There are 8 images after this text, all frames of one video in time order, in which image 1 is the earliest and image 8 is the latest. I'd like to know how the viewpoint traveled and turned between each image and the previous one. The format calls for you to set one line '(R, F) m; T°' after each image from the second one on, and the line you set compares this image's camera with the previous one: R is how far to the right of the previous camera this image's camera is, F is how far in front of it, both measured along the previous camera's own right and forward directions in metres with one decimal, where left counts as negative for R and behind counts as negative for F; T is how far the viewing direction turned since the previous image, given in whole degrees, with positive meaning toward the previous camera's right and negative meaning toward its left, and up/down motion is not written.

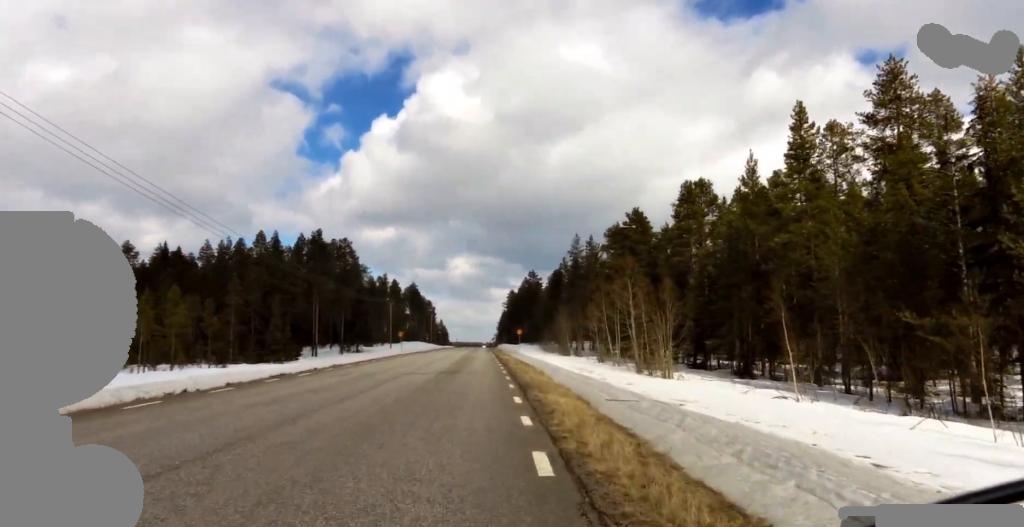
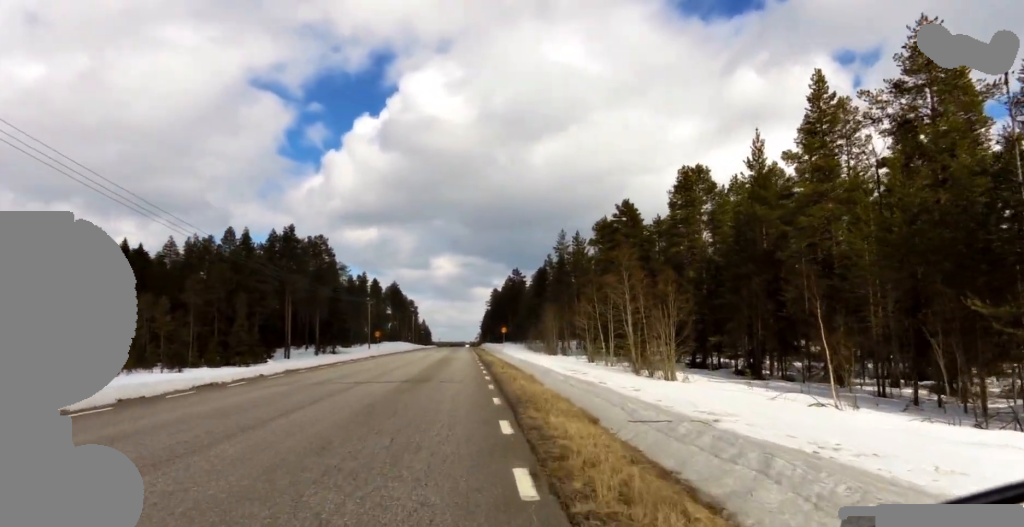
(+0.1, +3.5) m; +1°
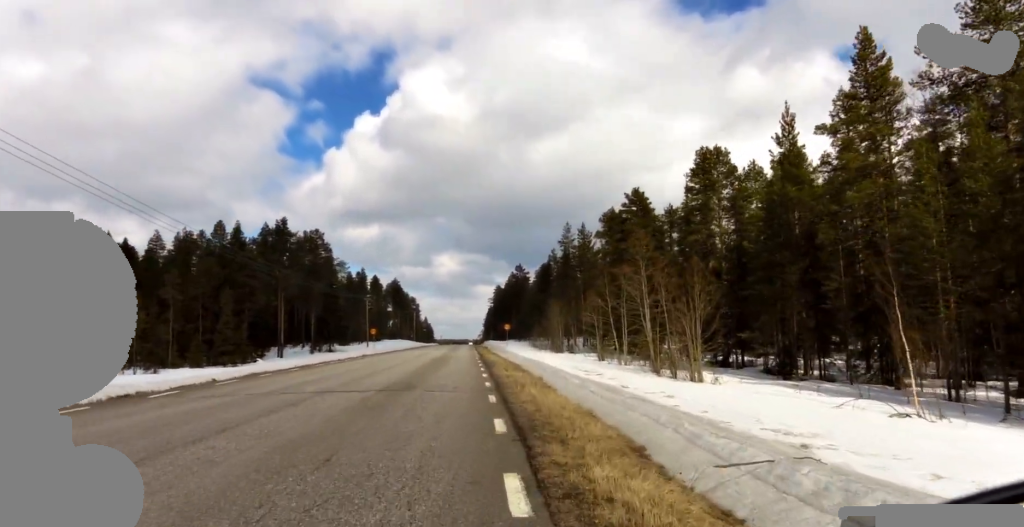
(+0.2, +3.3) m; +2°
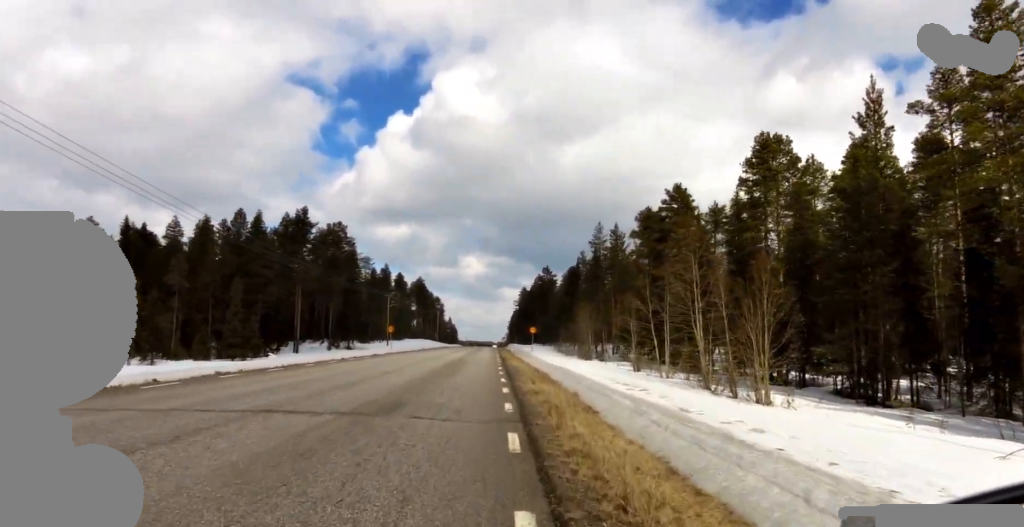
(0.0, +4.1) m; 0°
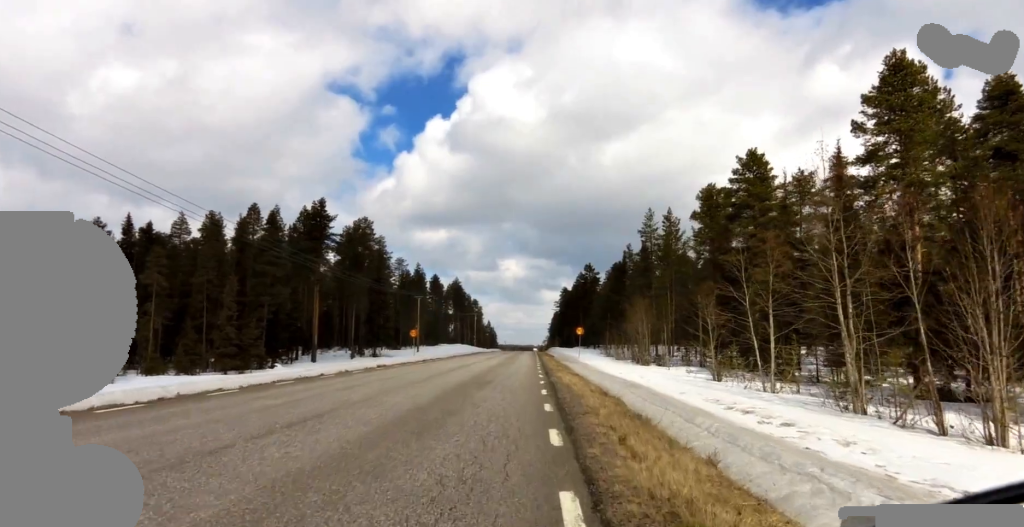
(0.0, +8.4) m; -4°
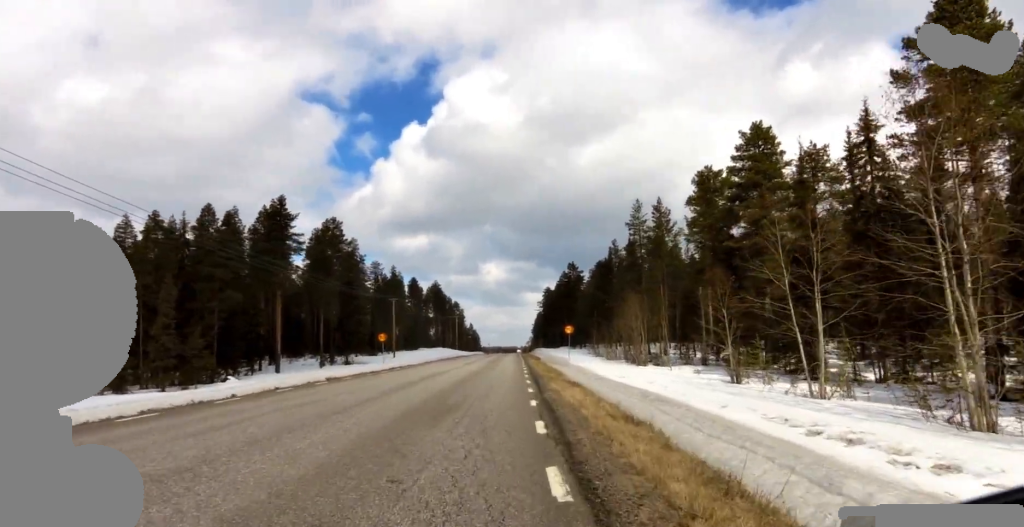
(-0.4, +5.0) m; -1°
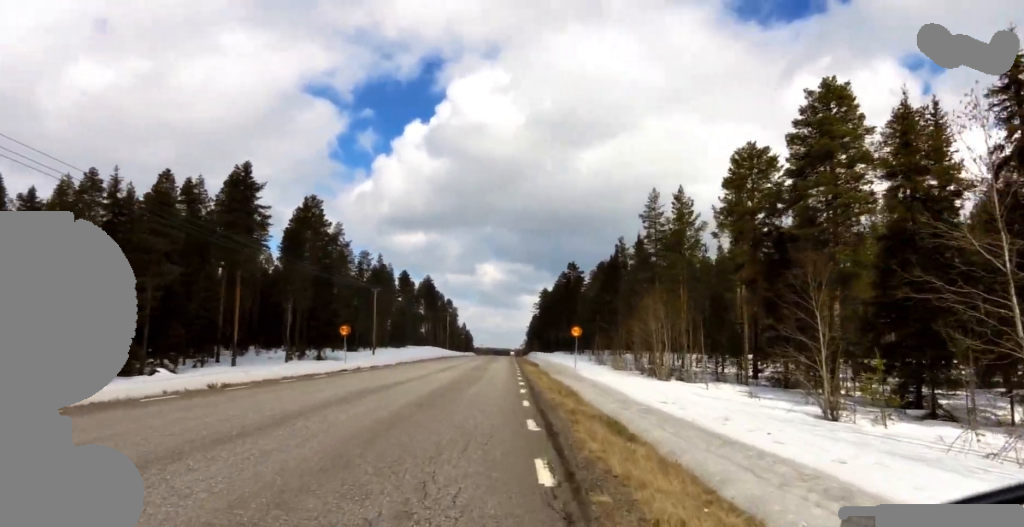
(+0.3, +7.9) m; +5°
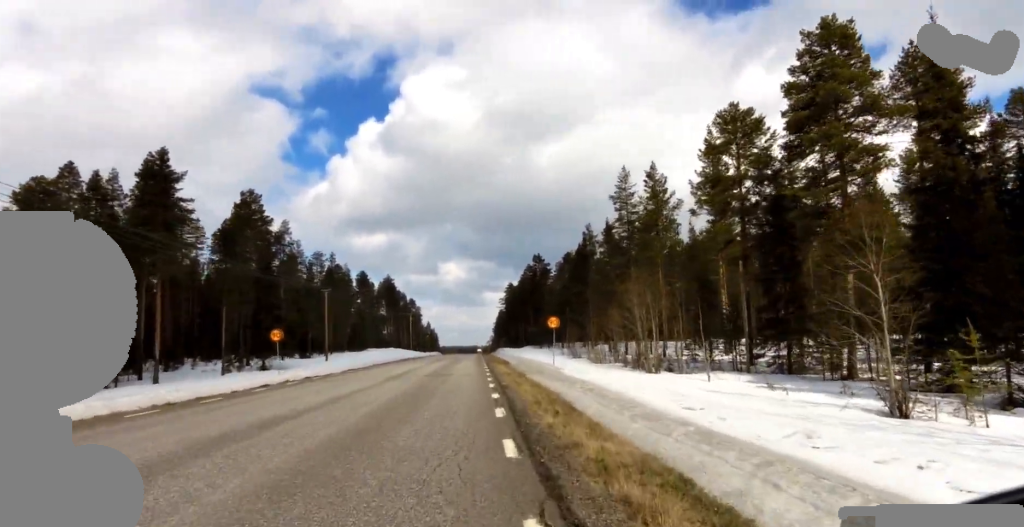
(0.0, +4.6) m; 0°
